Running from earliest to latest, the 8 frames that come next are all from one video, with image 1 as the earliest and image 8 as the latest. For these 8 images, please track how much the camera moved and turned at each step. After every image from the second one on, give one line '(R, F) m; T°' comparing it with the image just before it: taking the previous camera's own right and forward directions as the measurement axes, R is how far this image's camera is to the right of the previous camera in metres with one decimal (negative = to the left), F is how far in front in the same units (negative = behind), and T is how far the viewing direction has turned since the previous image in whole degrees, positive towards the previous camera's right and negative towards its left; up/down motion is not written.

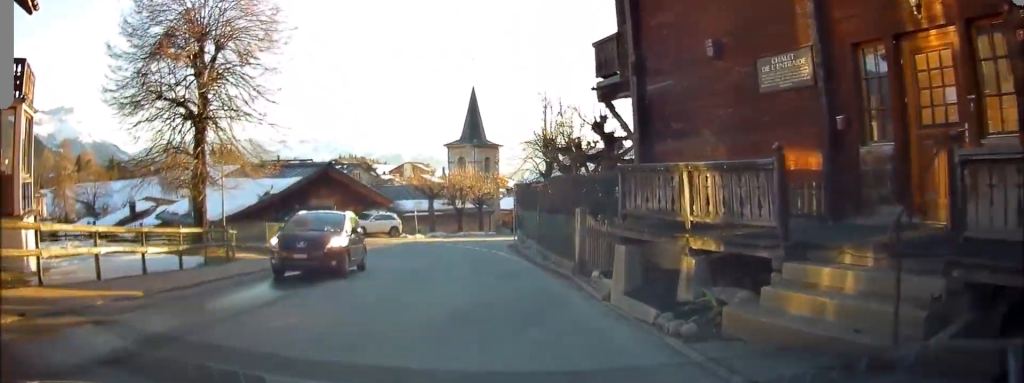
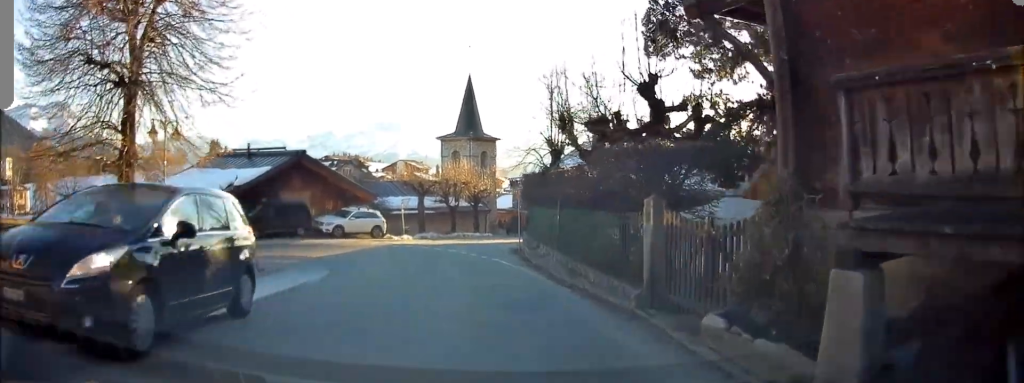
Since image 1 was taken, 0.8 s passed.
(-0.1, +5.8) m; -1°
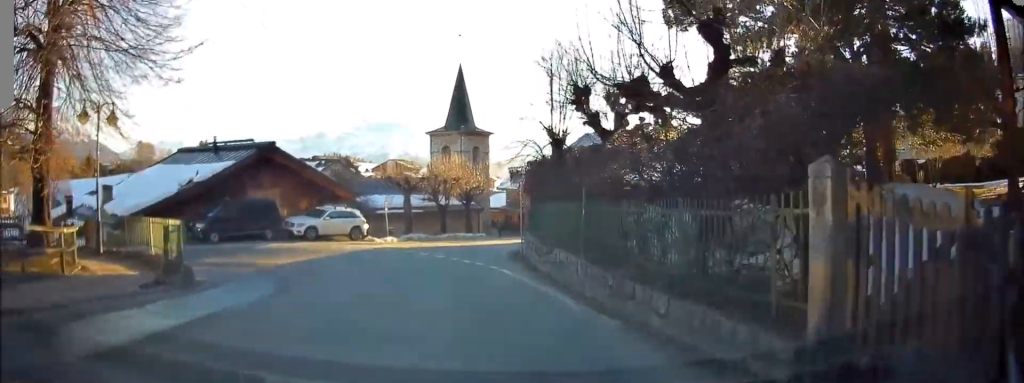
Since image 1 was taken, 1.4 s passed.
(-0.1, +4.5) m; -1°
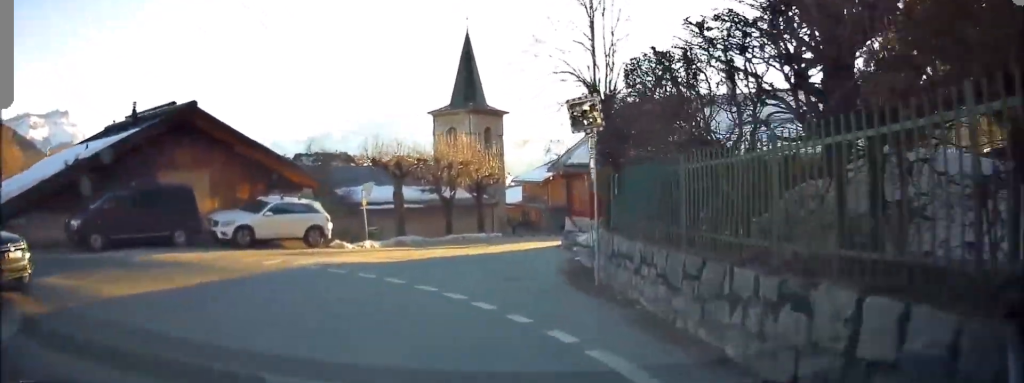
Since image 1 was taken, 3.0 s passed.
(-0.1, +11.1) m; -5°
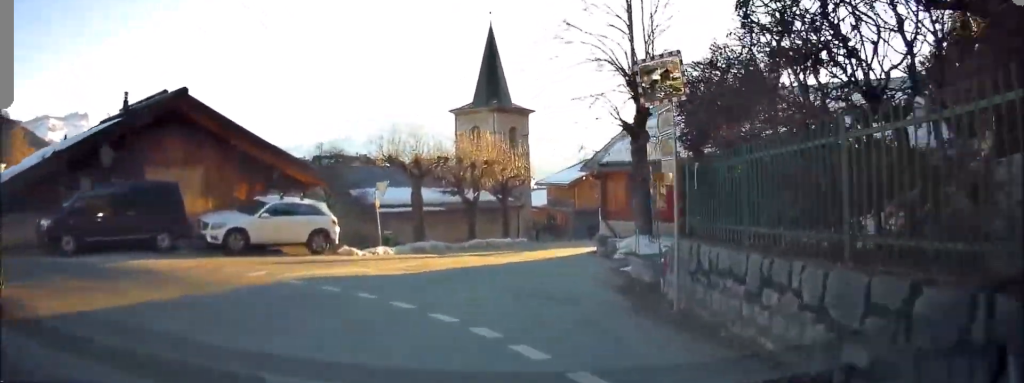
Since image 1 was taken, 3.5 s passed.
(0.0, +2.9) m; -4°
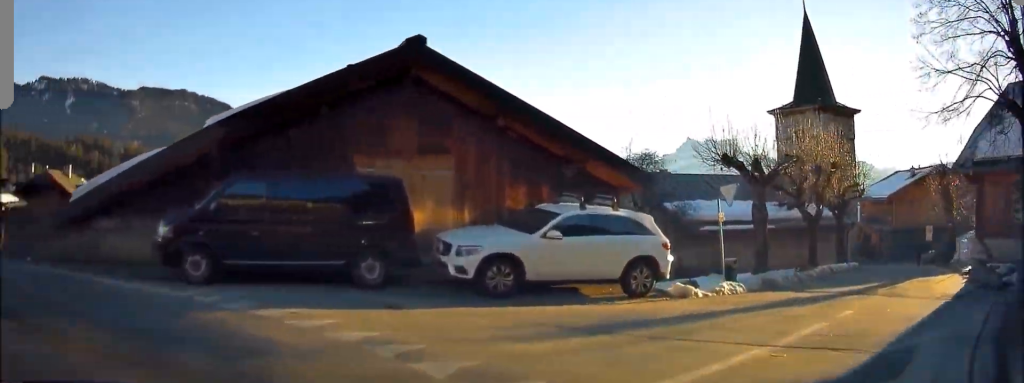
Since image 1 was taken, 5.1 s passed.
(-2.1, +8.0) m; -34°
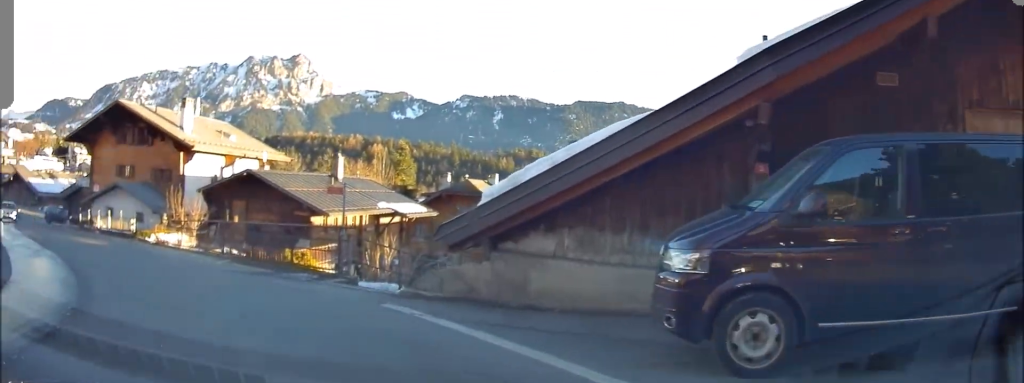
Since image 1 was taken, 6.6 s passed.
(-1.6, +5.5) m; -29°
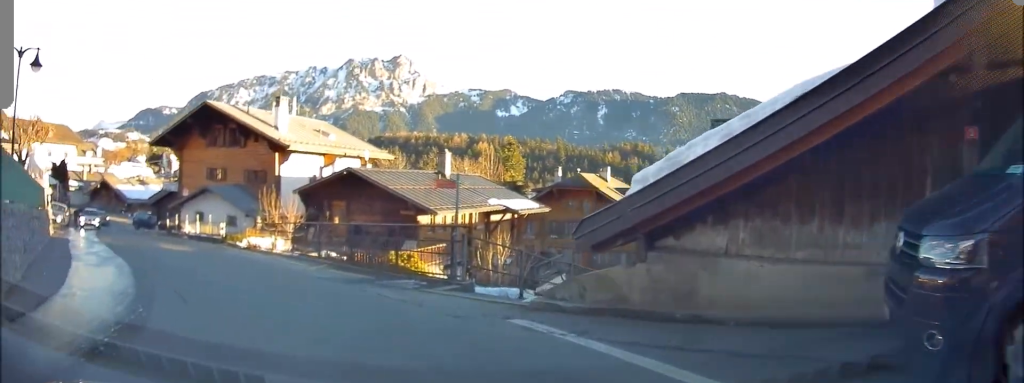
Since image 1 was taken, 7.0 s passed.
(-0.1, +1.8) m; -8°
